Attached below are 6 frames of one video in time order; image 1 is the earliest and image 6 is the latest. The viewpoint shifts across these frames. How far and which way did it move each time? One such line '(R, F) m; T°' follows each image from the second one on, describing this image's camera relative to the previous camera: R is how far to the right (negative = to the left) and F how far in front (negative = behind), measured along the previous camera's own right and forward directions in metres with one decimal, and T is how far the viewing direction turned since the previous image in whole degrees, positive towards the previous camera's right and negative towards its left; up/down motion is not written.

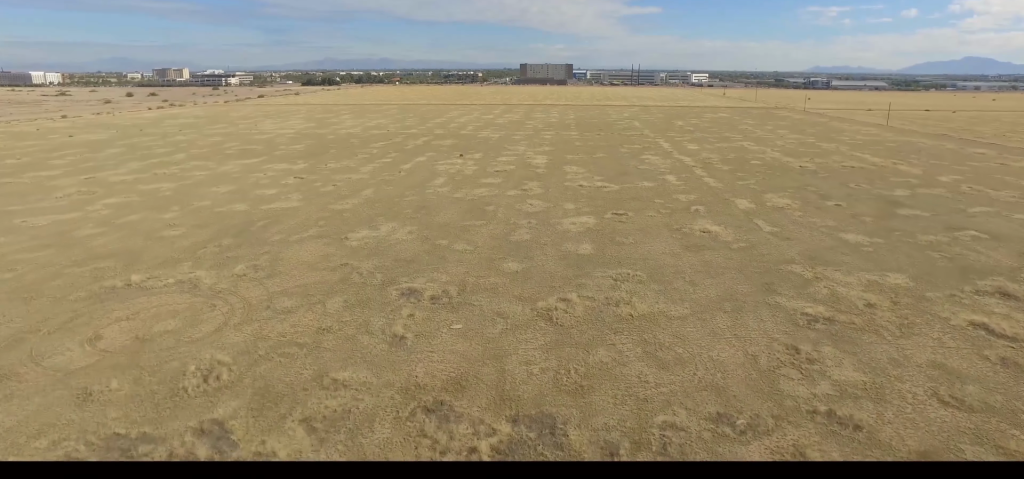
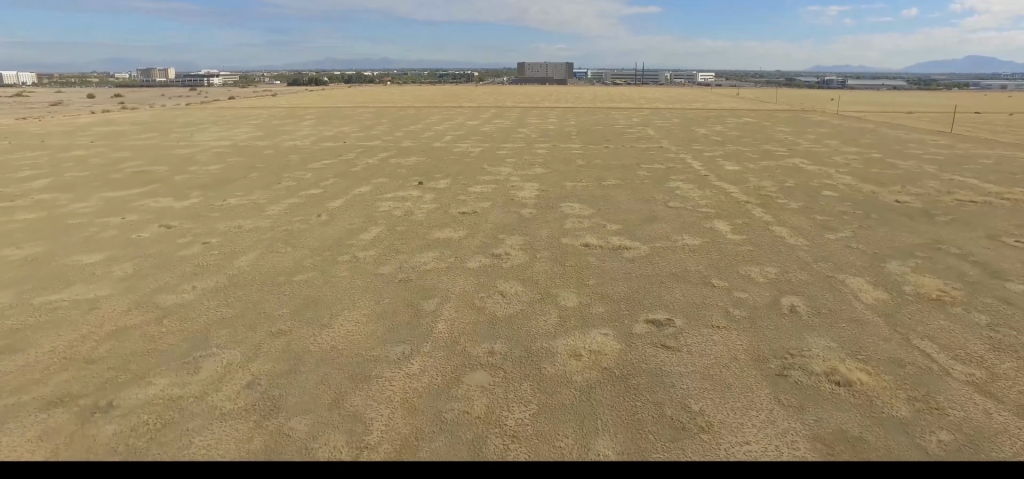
(-1.0, +34.5) m; -3°
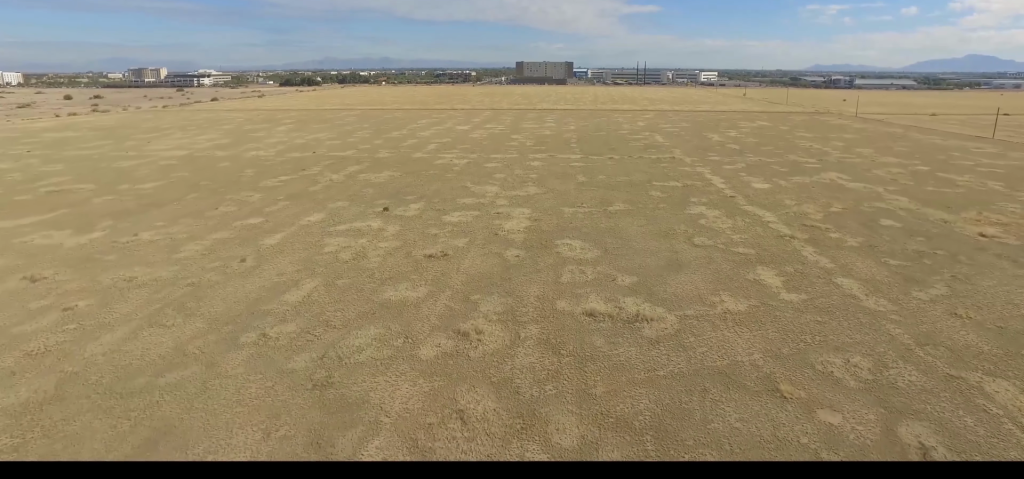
(-0.2, +16.4) m; -1°
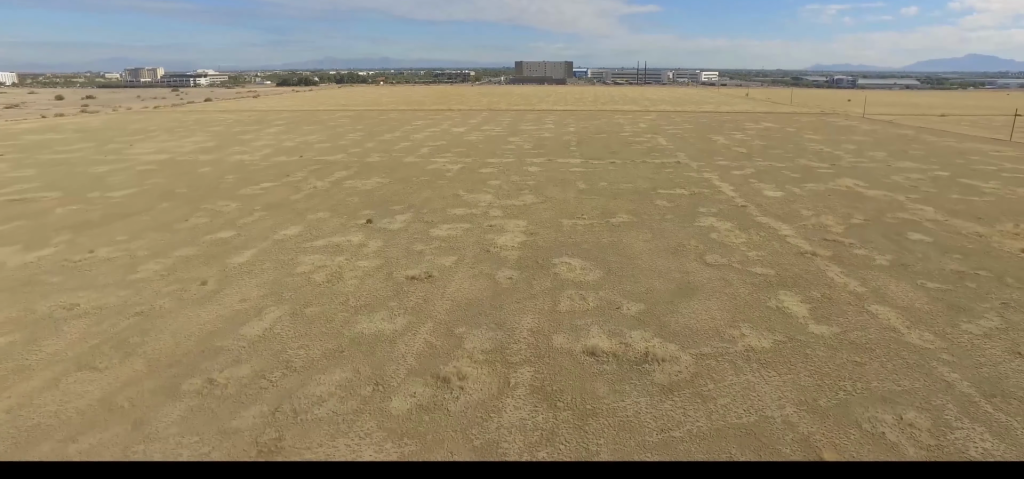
(0.0, +6.1) m; 0°
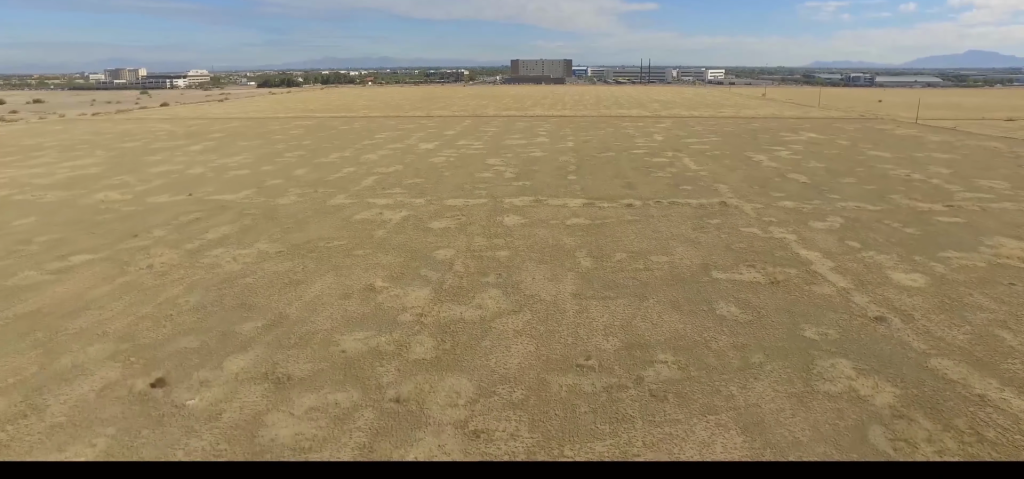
(-0.2, +35.2) m; -1°
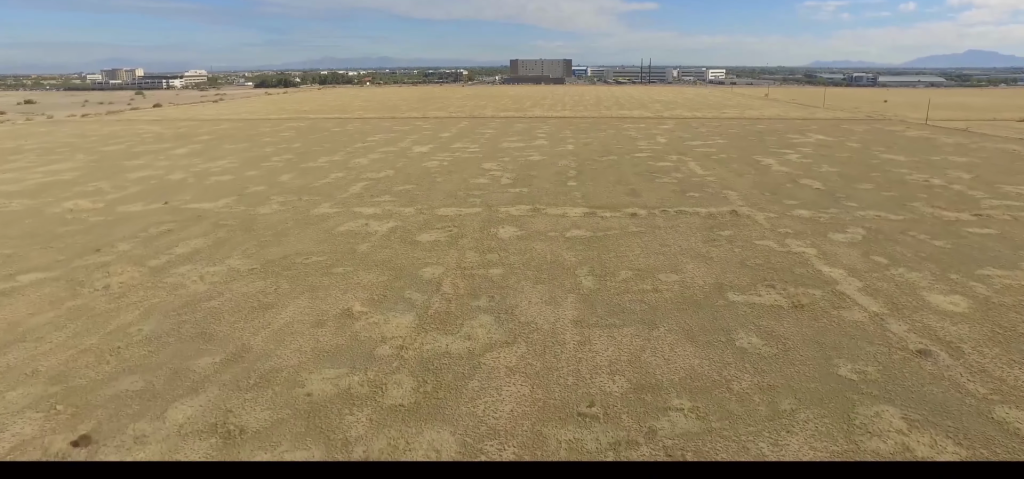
(0.0, +5.6) m; 0°
